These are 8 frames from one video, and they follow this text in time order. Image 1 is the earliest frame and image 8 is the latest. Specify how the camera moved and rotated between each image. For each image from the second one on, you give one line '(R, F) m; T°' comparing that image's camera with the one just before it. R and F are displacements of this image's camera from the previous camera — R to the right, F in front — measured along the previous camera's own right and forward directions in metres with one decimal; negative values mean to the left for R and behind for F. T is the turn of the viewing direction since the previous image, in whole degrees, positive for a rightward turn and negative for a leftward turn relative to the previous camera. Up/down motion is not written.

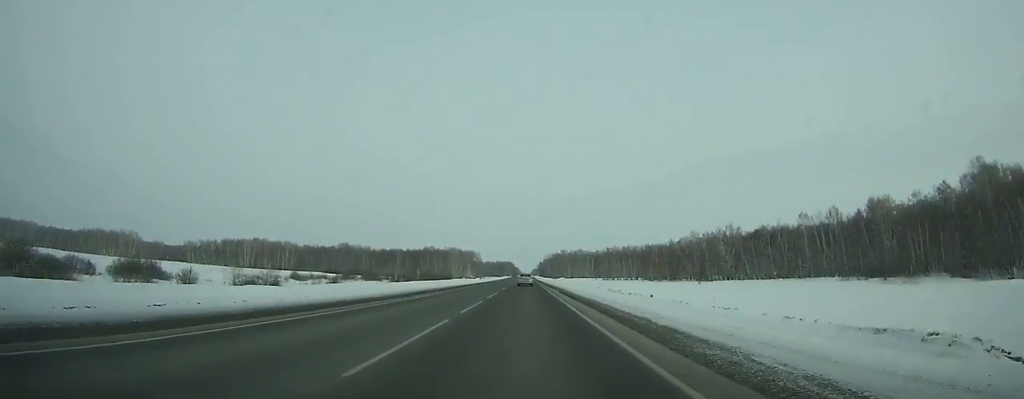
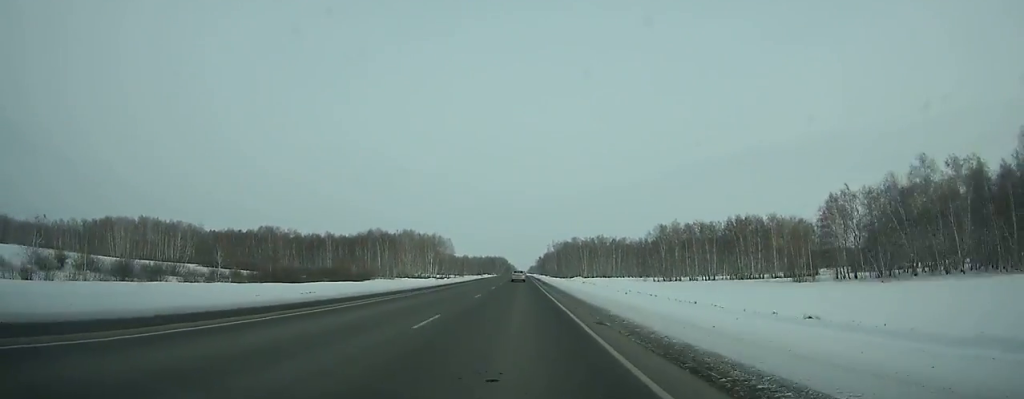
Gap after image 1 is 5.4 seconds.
(+0.7, +151.7) m; 0°
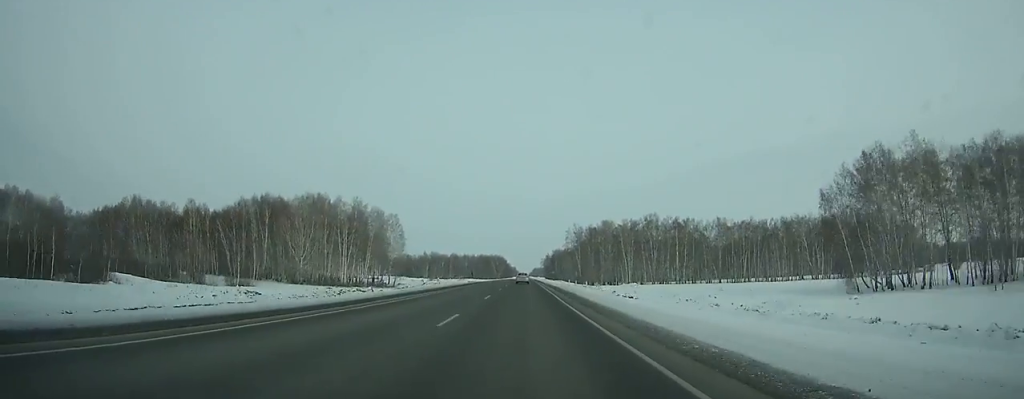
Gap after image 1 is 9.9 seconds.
(-0.4, +128.0) m; 0°
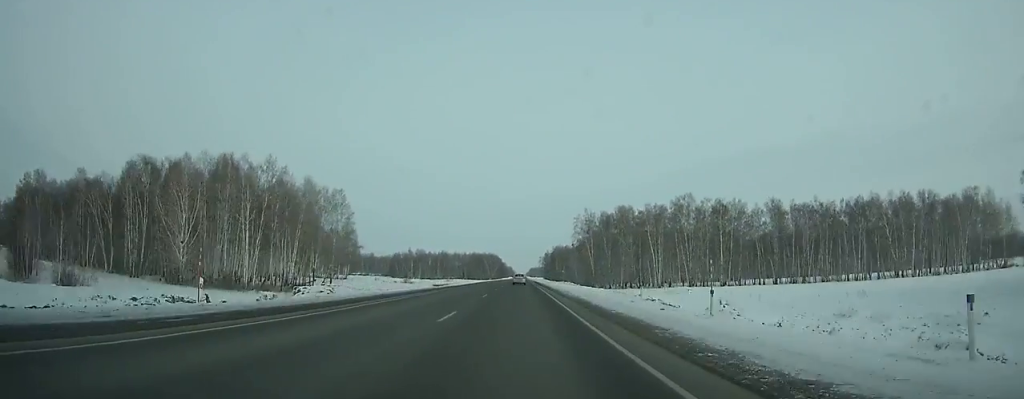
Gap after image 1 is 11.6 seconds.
(0.0, +48.8) m; 0°
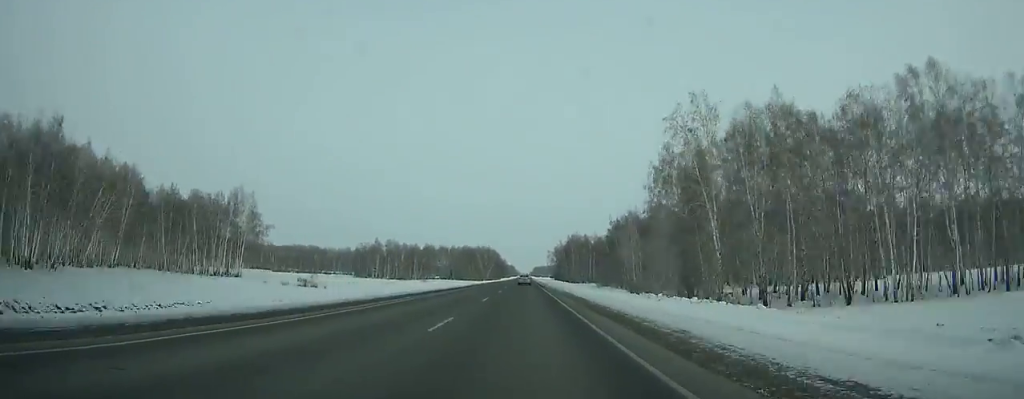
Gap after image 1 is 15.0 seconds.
(+0.2, +98.5) m; 0°
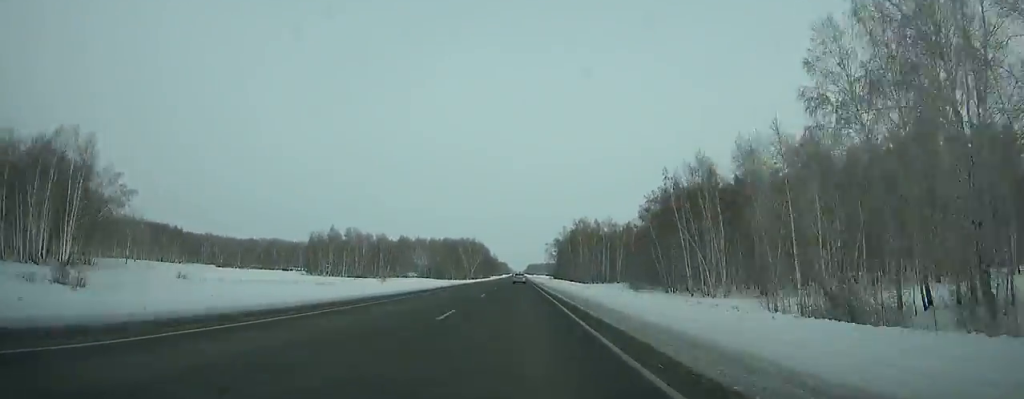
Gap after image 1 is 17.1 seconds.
(+0.1, +61.1) m; 0°
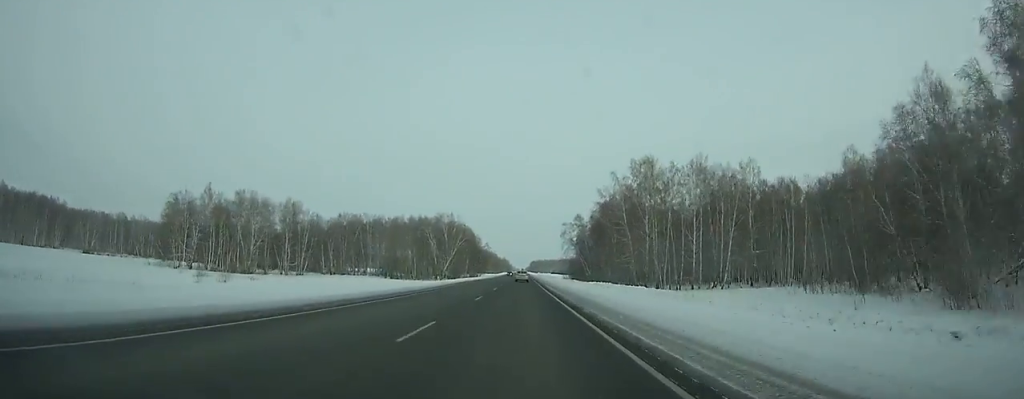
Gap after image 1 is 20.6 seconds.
(+0.1, +102.2) m; 0°
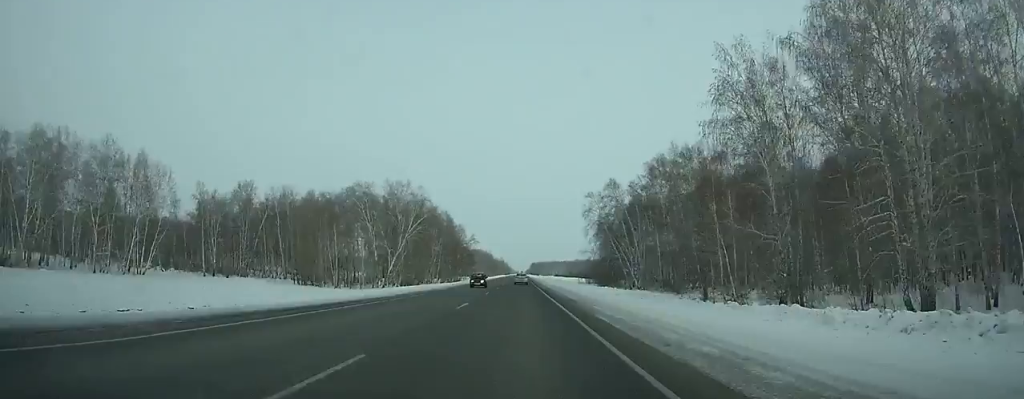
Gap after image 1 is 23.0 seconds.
(+0.1, +69.9) m; 0°
